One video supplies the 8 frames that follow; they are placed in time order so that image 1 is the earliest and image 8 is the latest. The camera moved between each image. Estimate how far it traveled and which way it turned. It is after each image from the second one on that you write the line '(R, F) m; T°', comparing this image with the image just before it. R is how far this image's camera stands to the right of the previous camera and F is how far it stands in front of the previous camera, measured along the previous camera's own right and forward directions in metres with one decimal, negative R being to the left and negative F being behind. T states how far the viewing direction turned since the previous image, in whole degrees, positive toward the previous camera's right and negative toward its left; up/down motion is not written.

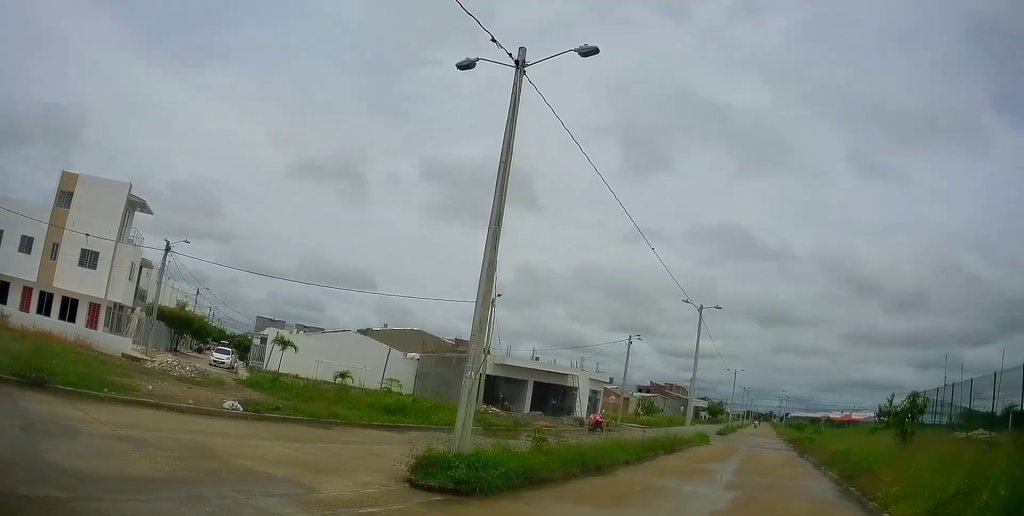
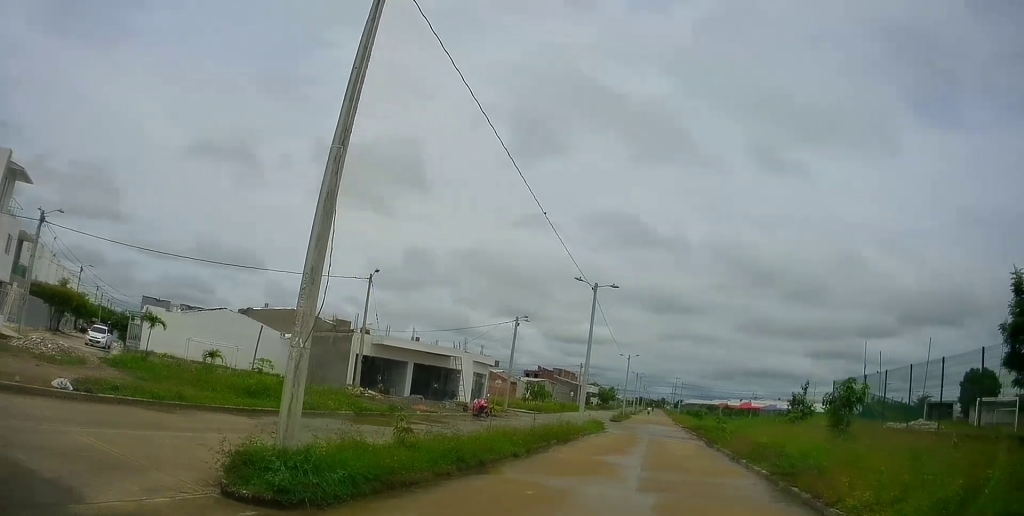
(0.0, +1.7) m; +7°
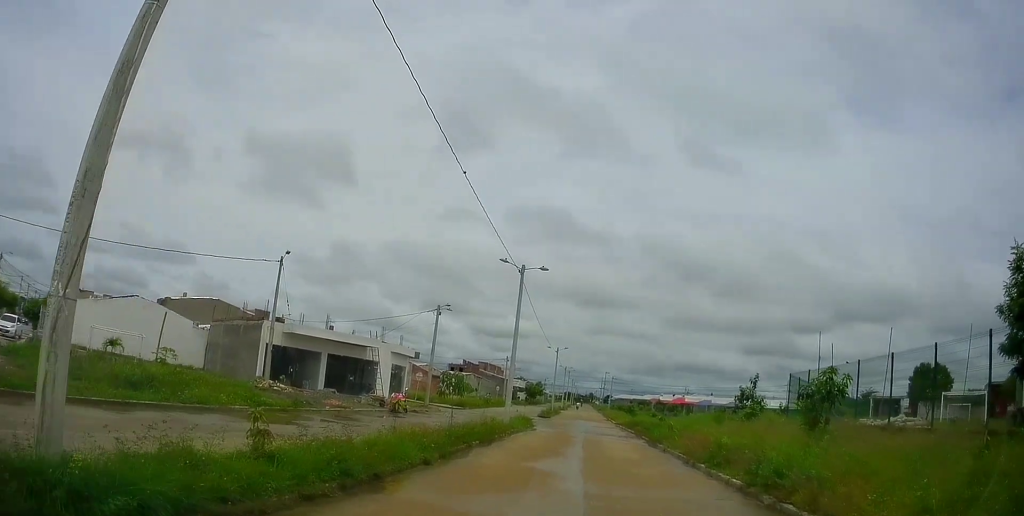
(+0.2, +2.1) m; +9°
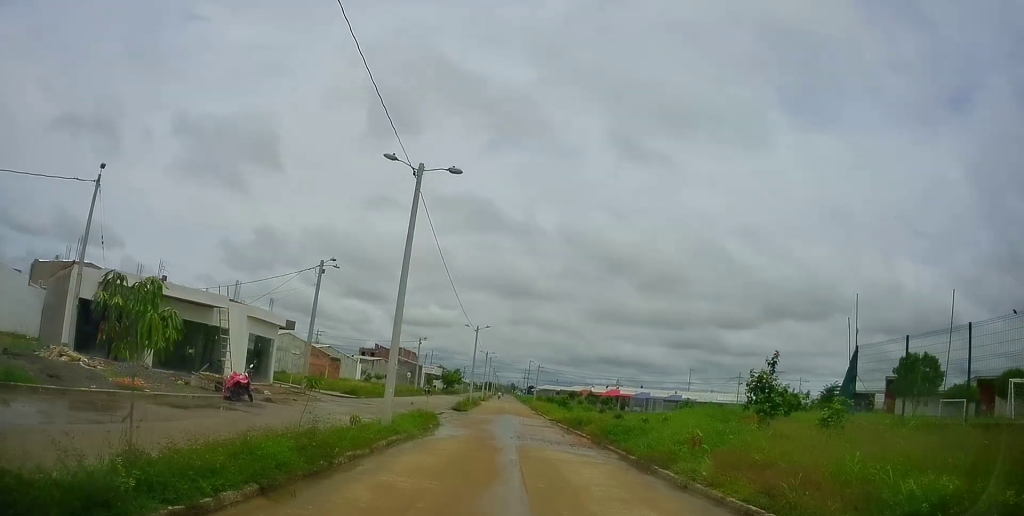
(+2.0, +8.3) m; +20°
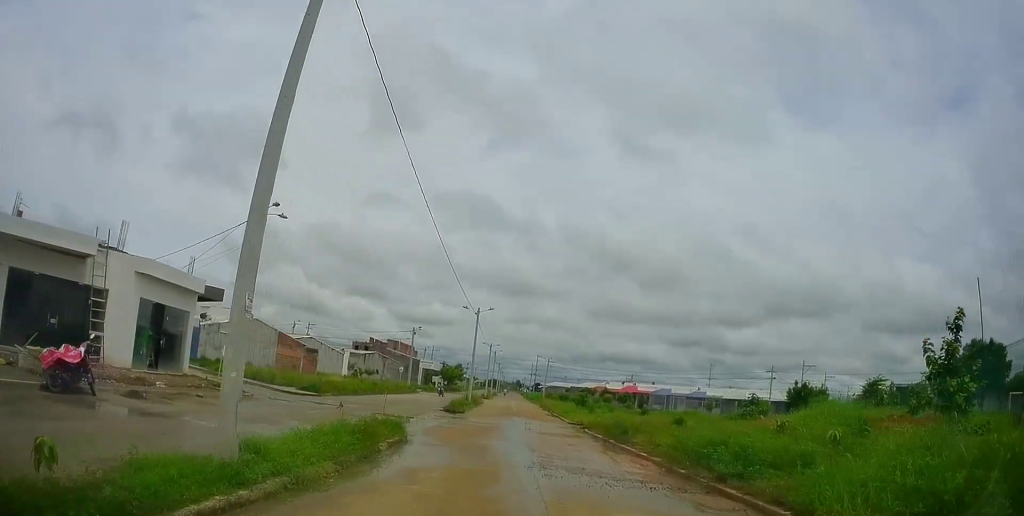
(+0.4, +8.3) m; +4°
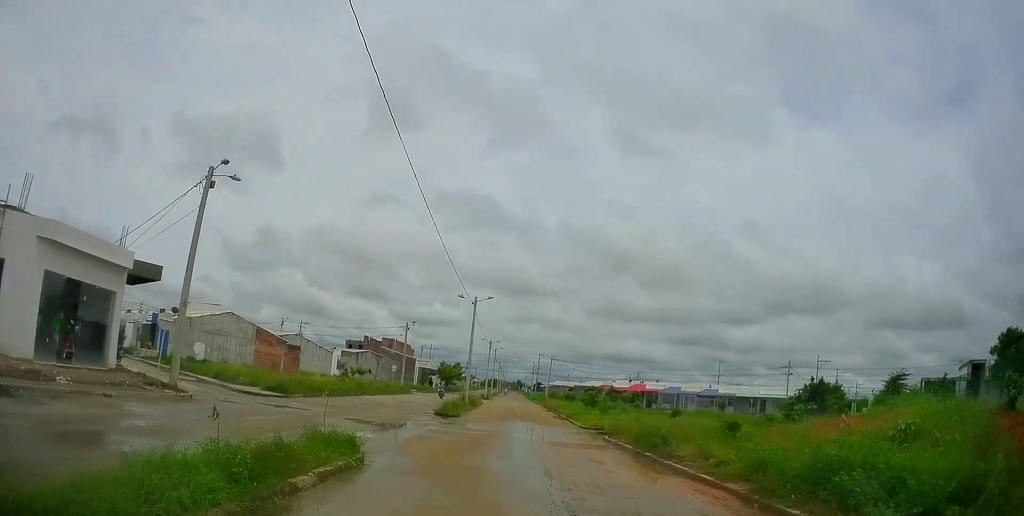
(+0.3, +4.7) m; 0°
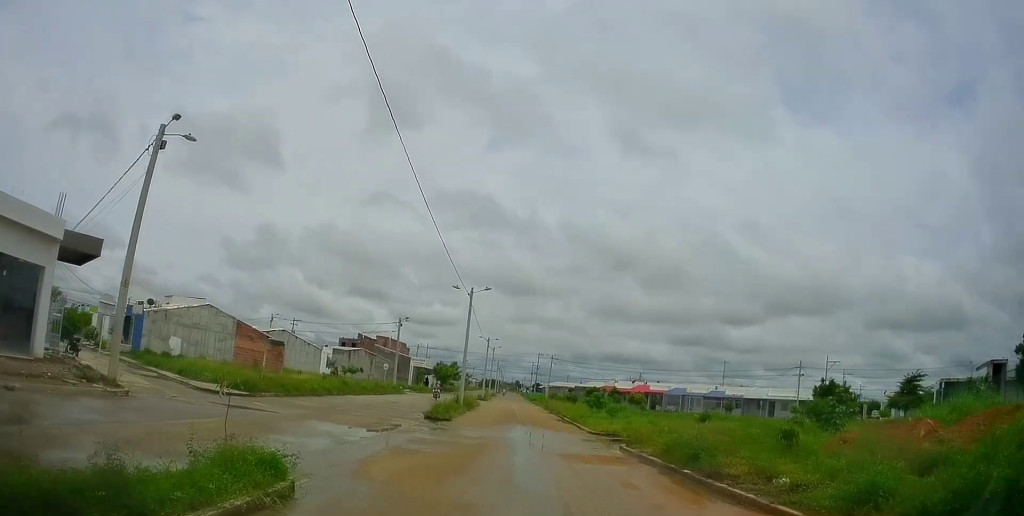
(-0.3, +3.6) m; 0°
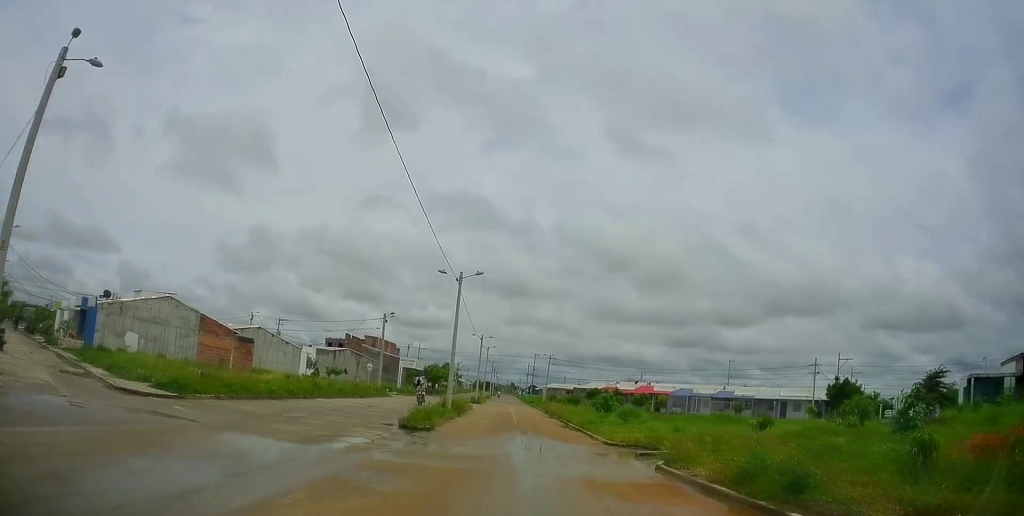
(-0.2, +5.3) m; 0°
